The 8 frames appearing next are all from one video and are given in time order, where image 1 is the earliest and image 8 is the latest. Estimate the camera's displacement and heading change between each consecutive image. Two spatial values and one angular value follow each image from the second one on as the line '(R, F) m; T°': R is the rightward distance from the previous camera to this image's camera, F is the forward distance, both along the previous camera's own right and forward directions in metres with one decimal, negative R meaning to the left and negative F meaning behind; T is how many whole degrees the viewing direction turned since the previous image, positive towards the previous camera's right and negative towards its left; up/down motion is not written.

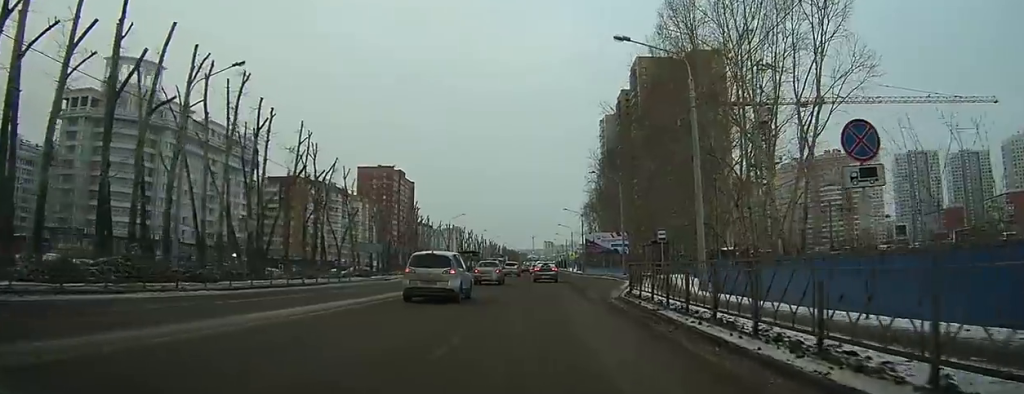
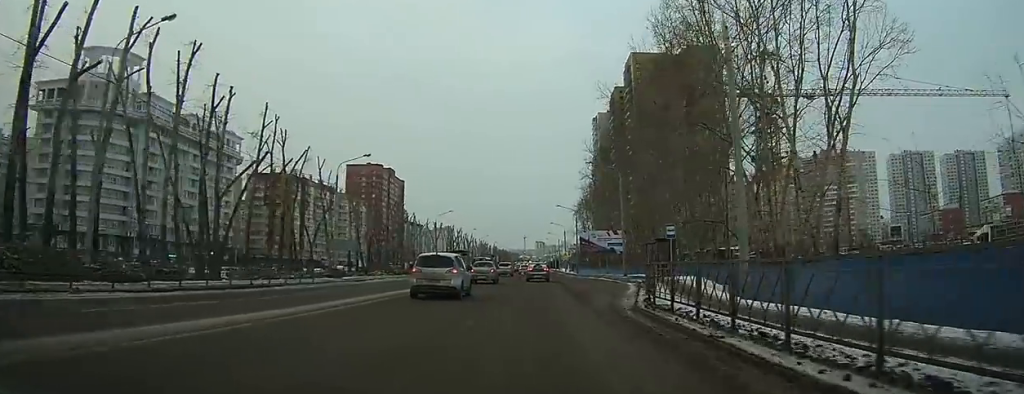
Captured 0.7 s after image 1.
(+0.1, +4.6) m; +1°
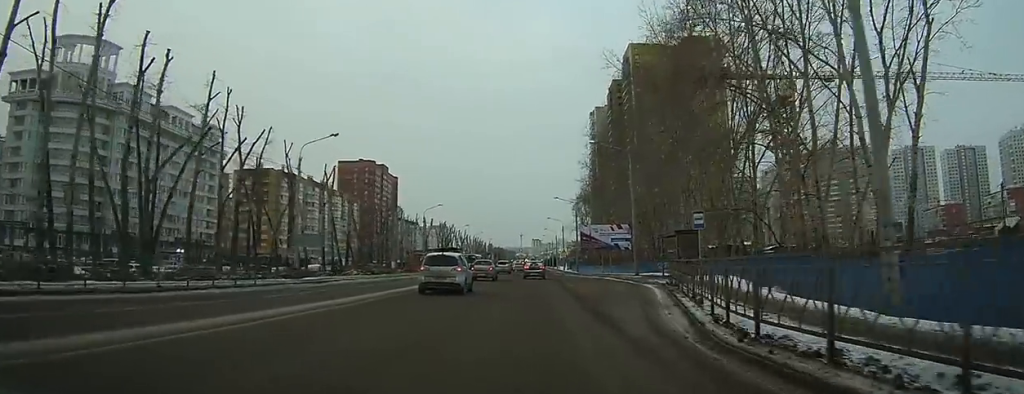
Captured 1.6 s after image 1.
(0.0, +6.9) m; 0°
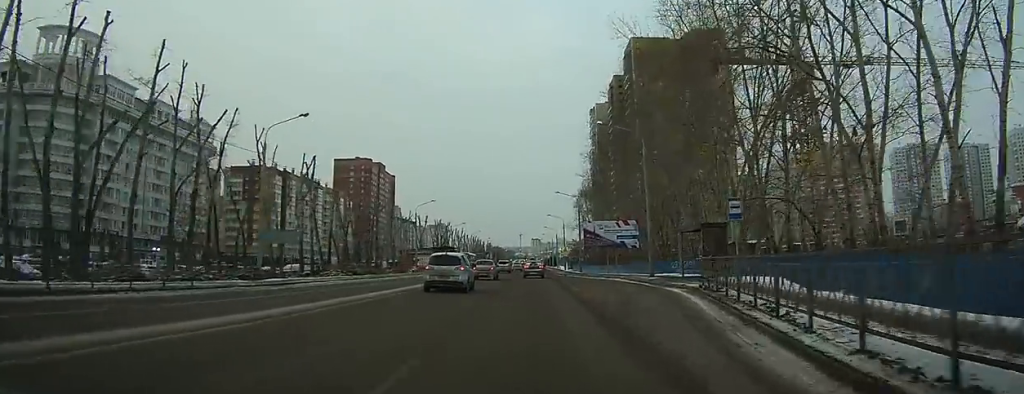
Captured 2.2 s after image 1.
(0.0, +5.8) m; 0°
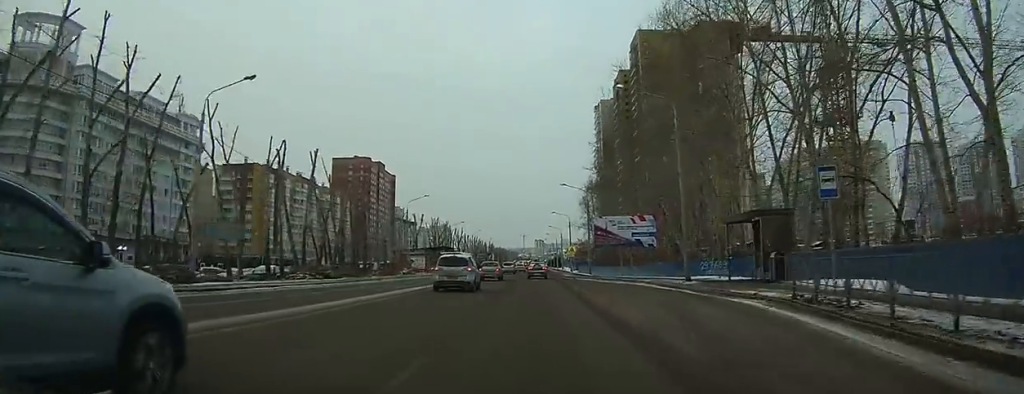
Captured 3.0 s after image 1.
(0.0, +8.9) m; +1°
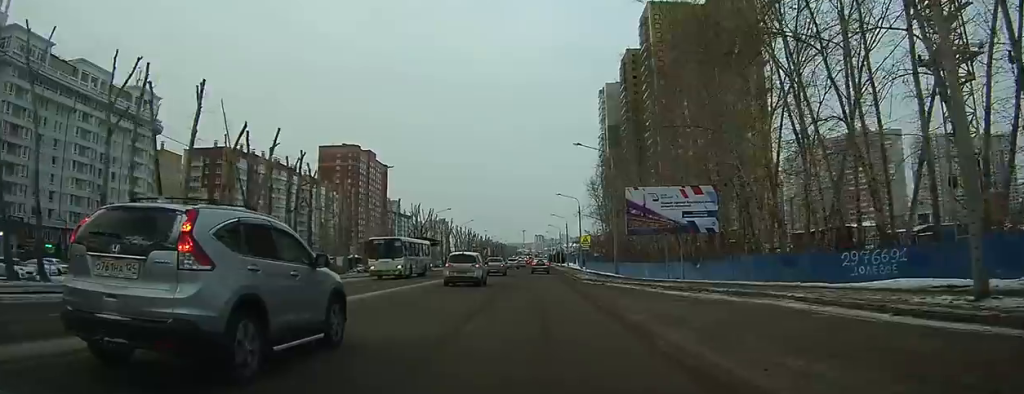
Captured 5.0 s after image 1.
(+0.2, +21.2) m; 0°
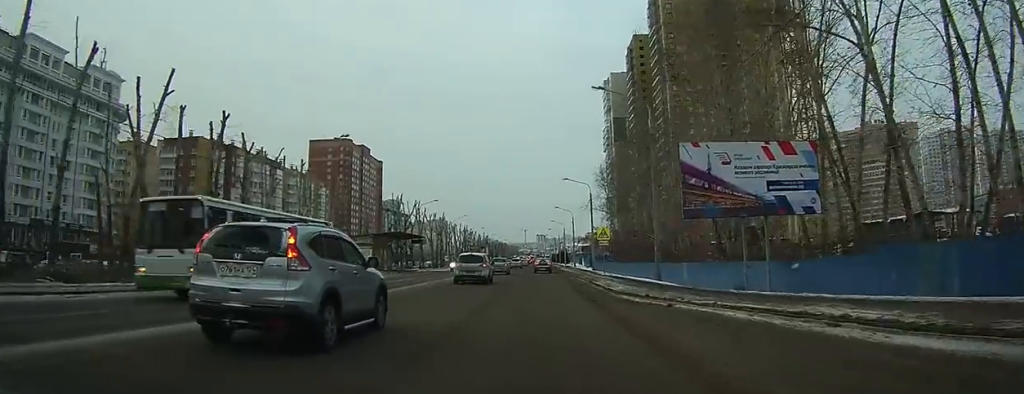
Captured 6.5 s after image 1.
(-0.5, +12.0) m; -5°
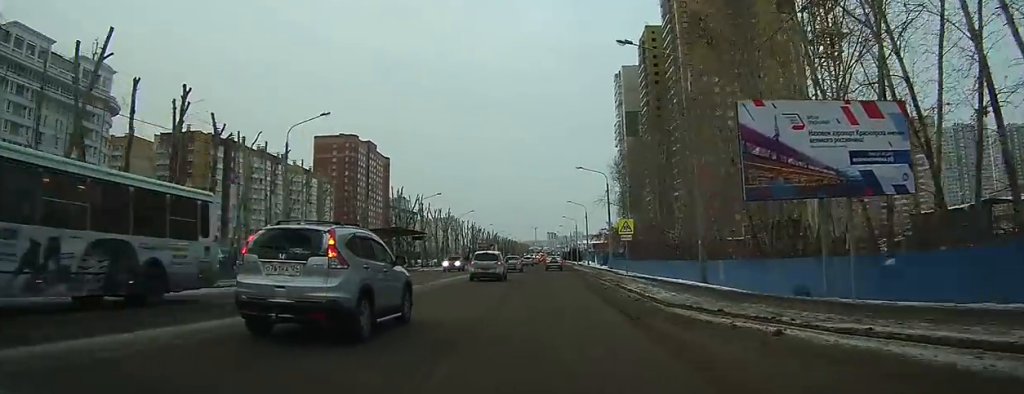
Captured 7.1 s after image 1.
(-0.1, +5.1) m; -2°
